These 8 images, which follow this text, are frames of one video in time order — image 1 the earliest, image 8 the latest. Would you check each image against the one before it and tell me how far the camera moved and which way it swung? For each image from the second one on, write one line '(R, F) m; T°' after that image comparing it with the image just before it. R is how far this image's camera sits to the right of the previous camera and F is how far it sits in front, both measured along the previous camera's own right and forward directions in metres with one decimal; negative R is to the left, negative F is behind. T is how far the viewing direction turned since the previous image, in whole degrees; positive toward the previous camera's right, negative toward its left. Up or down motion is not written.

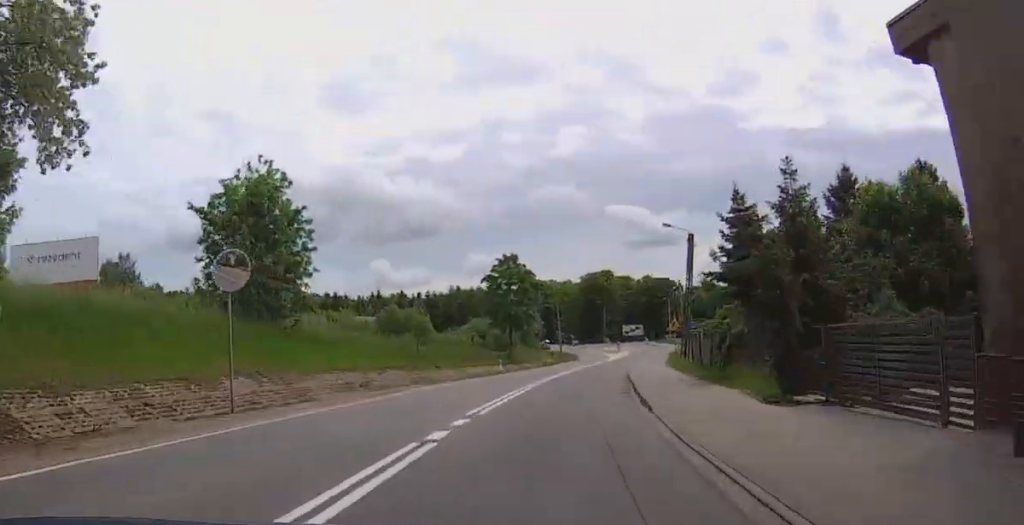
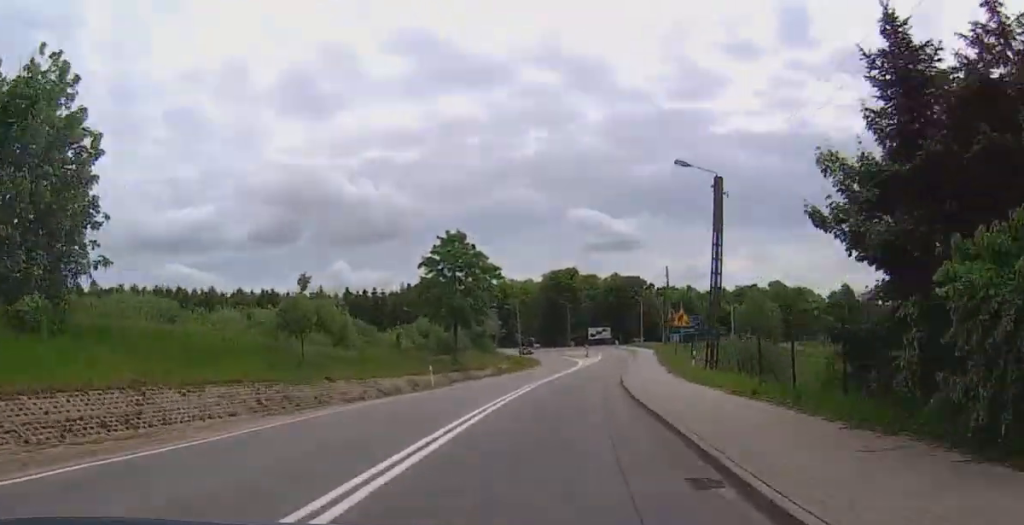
(0.0, +13.9) m; 0°
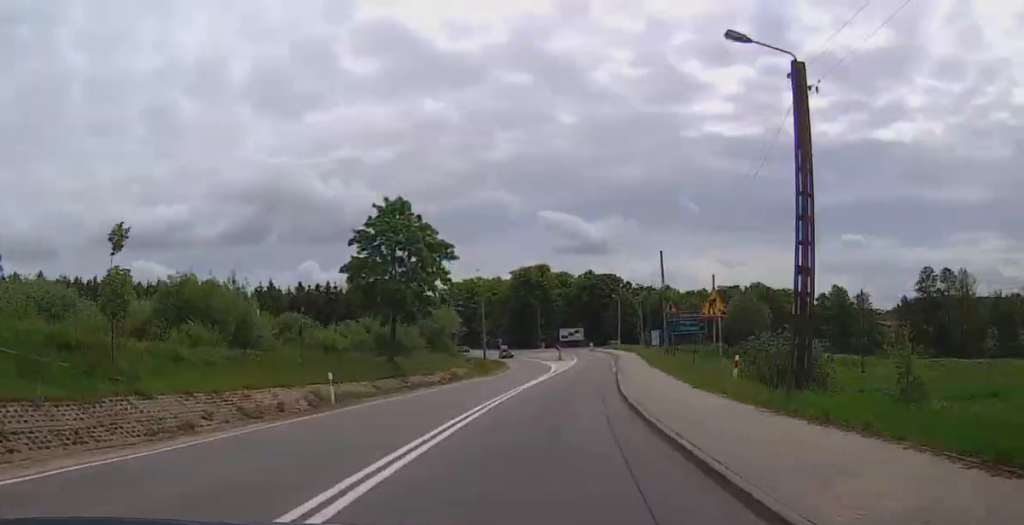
(0.0, +11.4) m; +3°
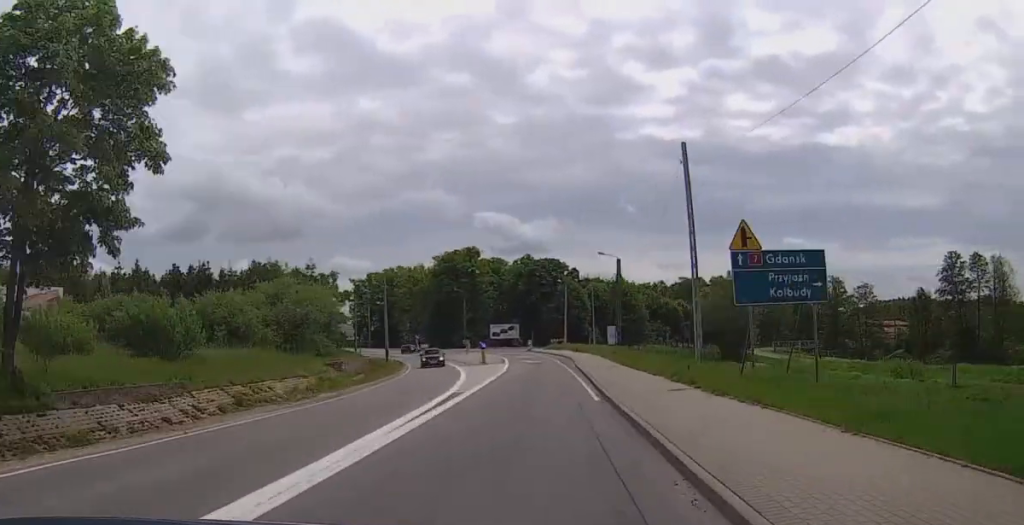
(+2.0, +26.1) m; +11°
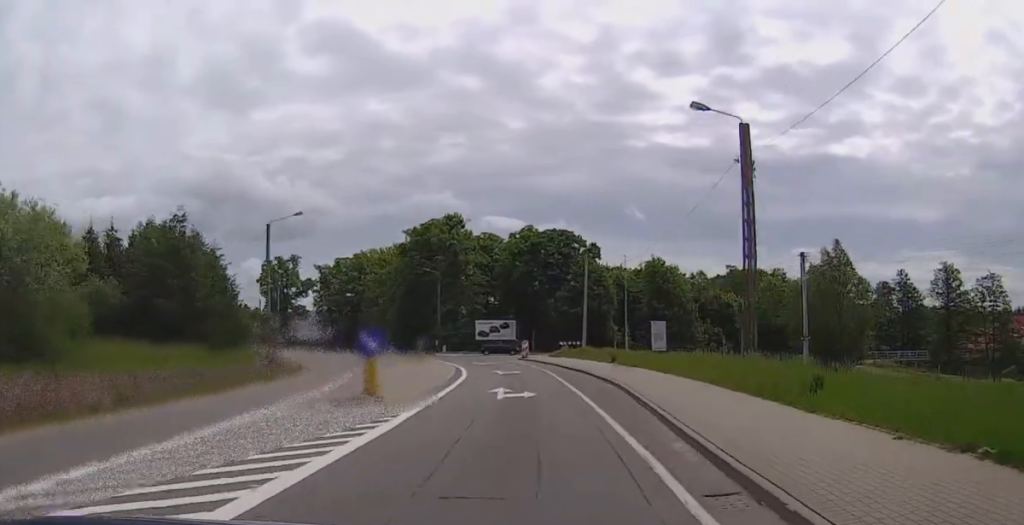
(+3.2, +35.6) m; +3°
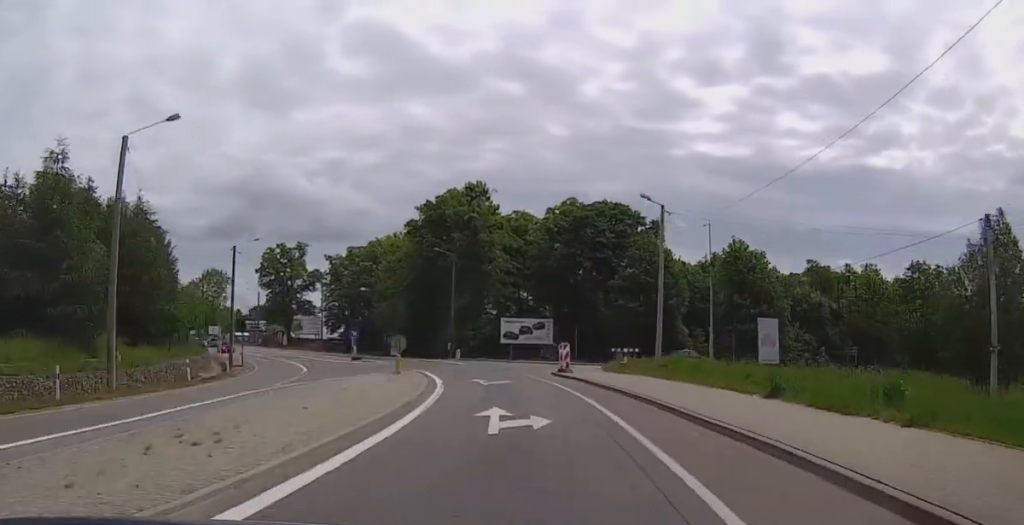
(-0.6, +21.1) m; -3°
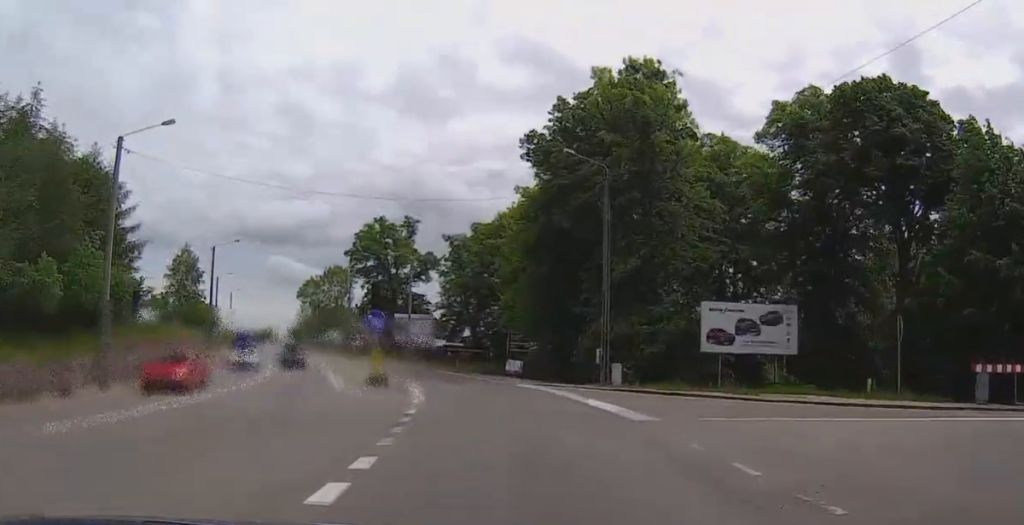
(-2.3, +36.1) m; -11°
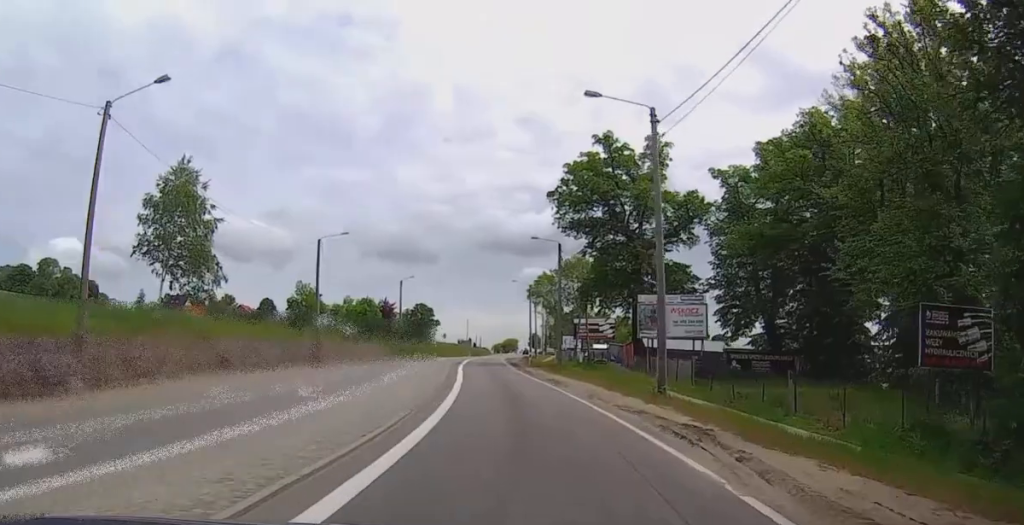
(-7.3, +42.2) m; -15°
